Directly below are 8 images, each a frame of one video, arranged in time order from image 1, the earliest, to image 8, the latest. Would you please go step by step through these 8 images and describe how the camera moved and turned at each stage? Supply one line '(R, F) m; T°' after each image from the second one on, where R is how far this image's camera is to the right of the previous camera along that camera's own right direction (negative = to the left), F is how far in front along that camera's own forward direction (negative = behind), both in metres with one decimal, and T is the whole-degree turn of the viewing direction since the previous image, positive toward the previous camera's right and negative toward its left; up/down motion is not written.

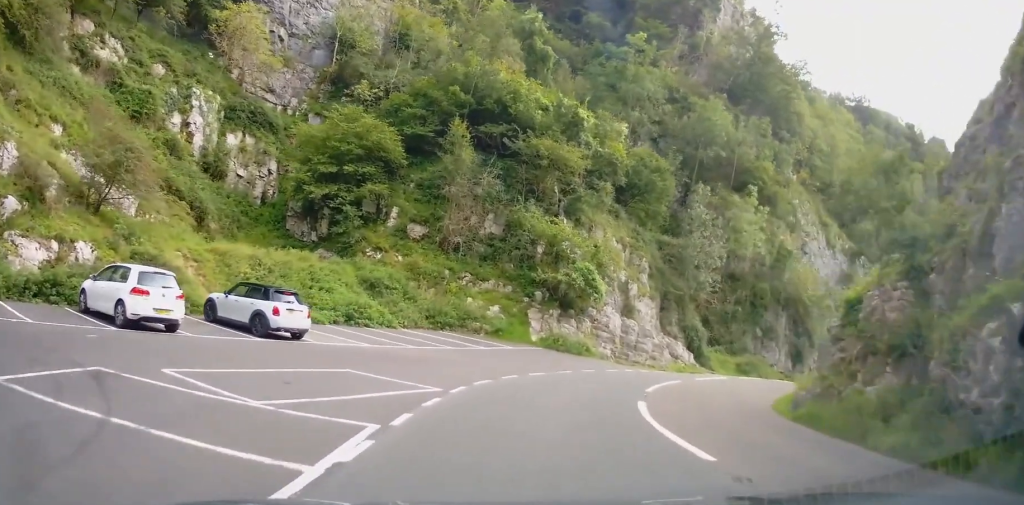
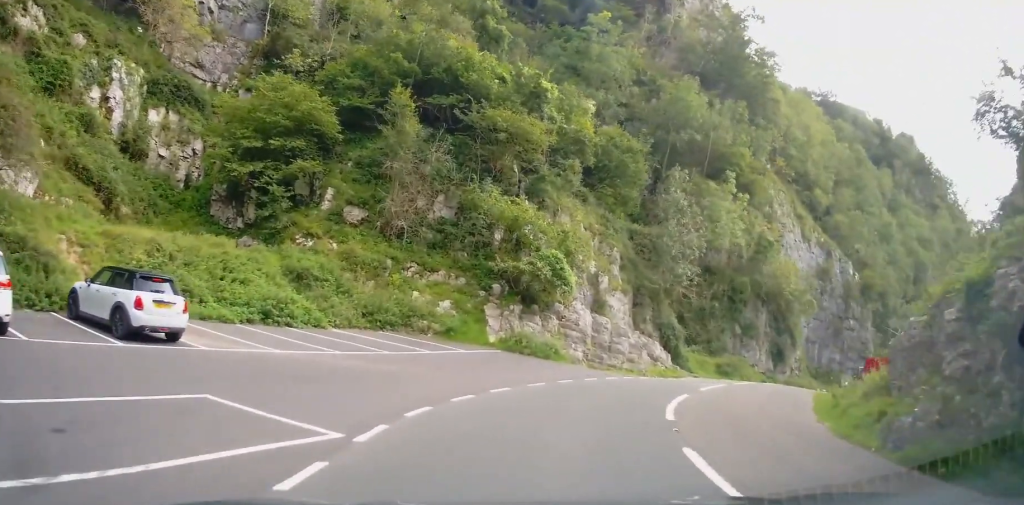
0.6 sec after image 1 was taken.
(-0.2, +4.9) m; +3°
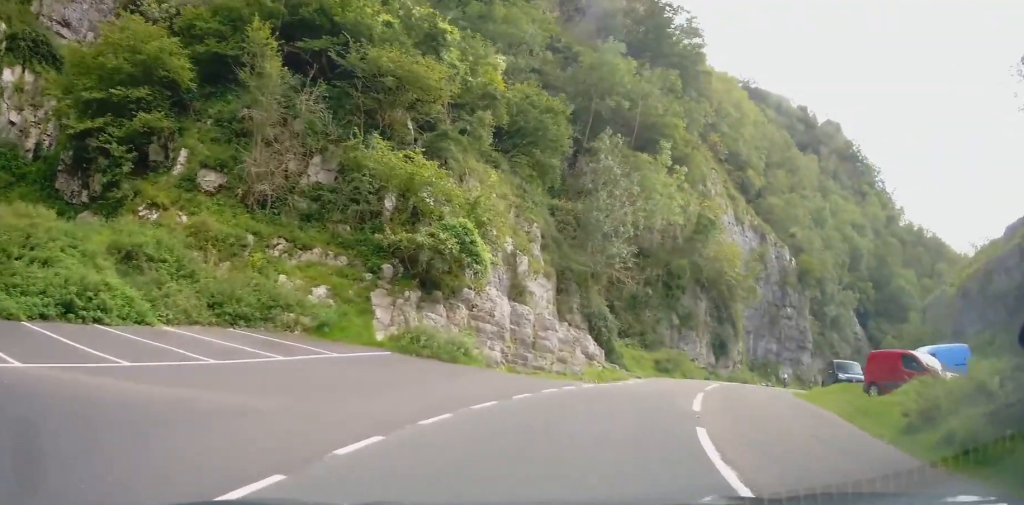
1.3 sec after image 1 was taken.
(+0.5, +6.7) m; +8°
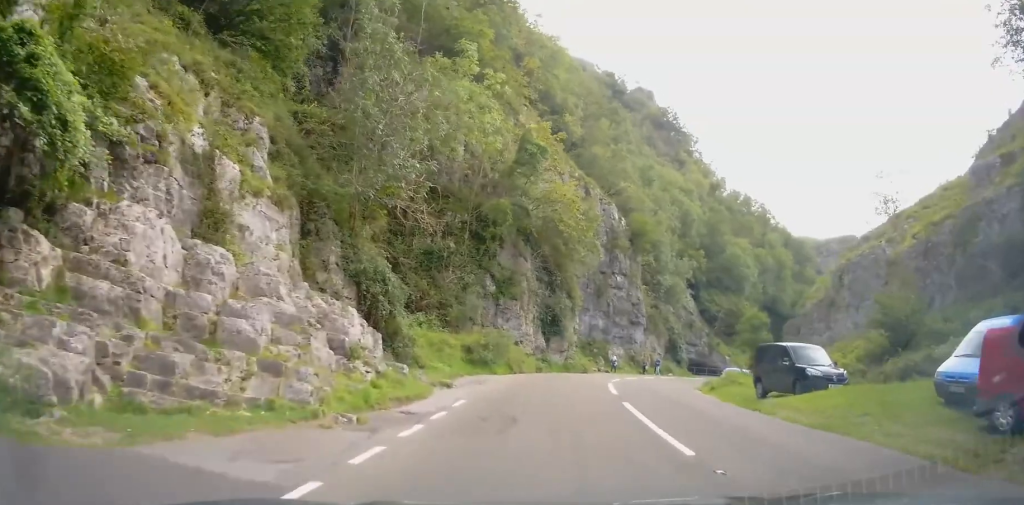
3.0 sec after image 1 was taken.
(+2.1, +15.0) m; +14°
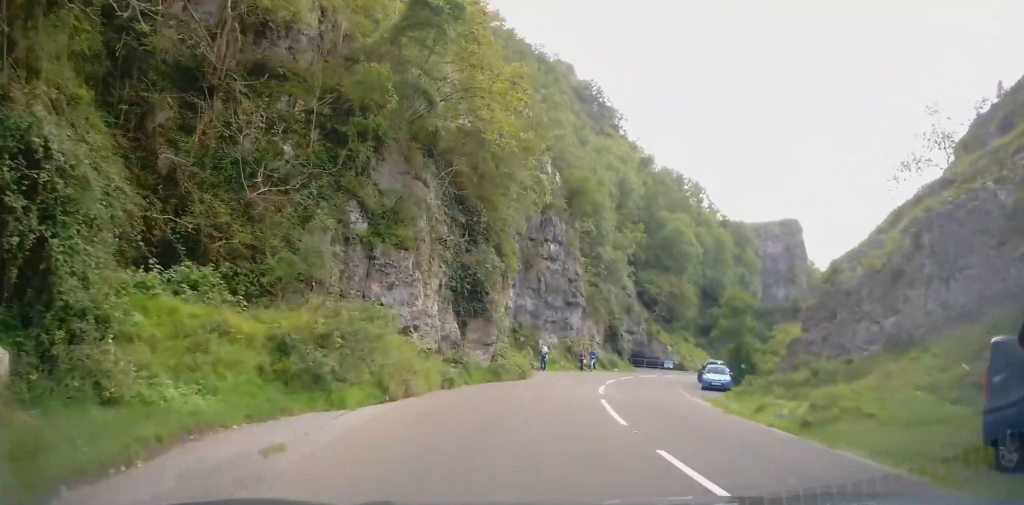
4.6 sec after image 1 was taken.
(+1.7, +15.4) m; +14°
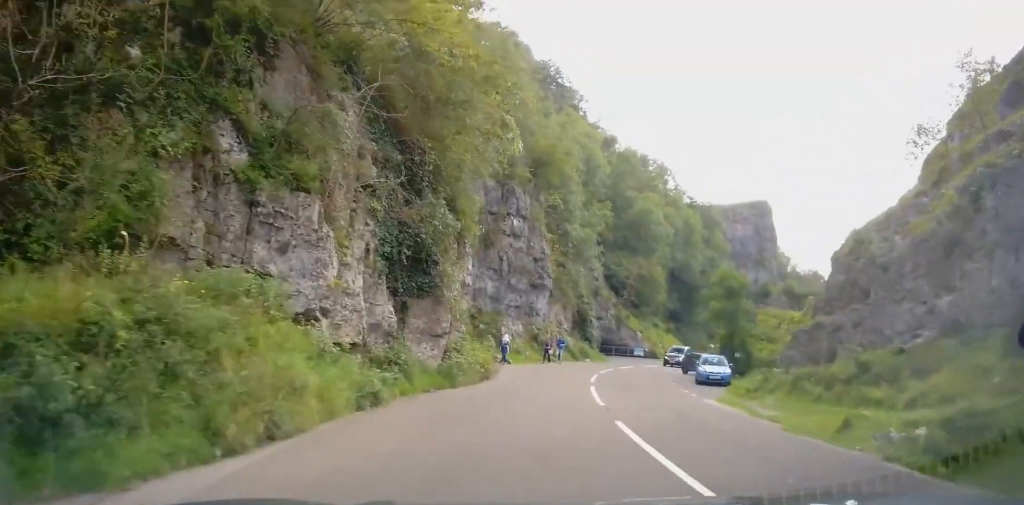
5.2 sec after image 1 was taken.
(+0.4, +6.3) m; +3°
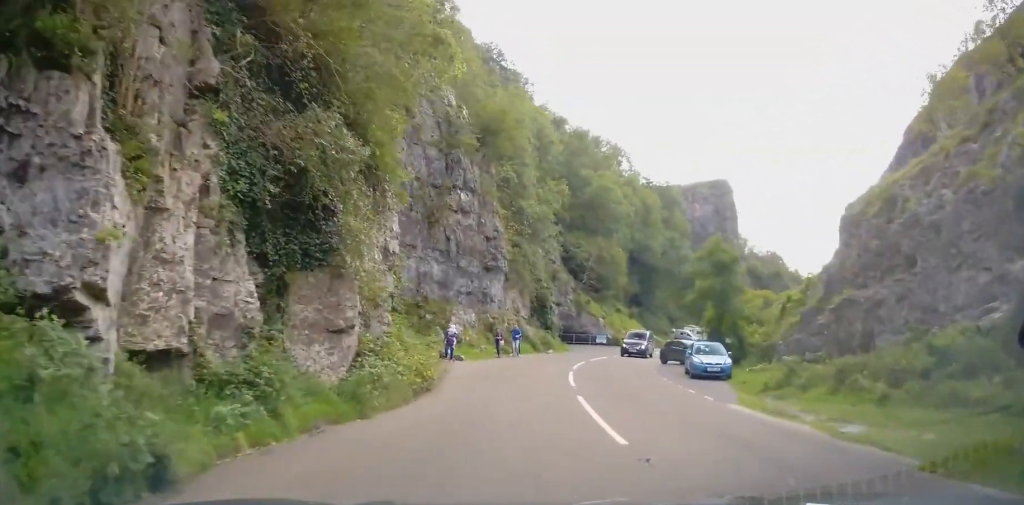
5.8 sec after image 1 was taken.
(+0.2, +5.9) m; +2°
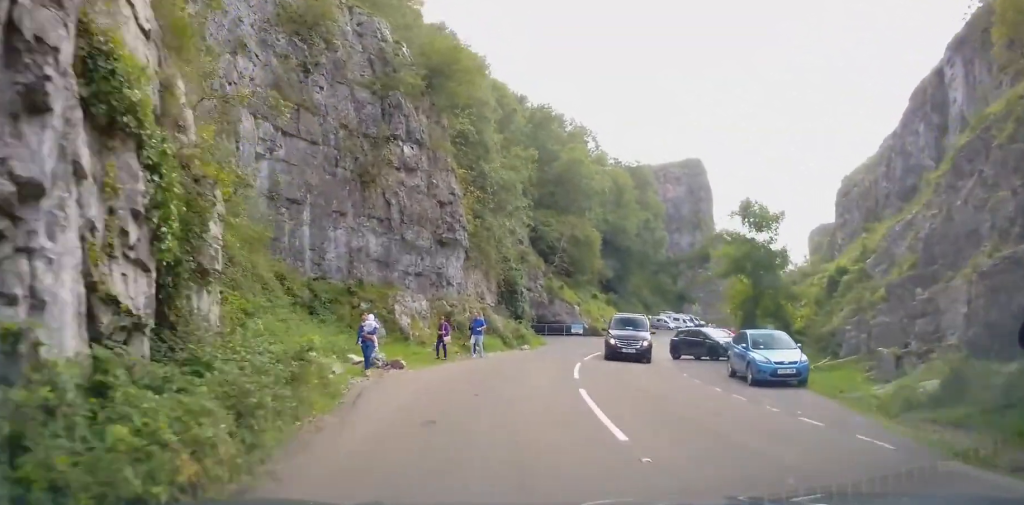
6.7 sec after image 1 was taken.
(0.0, +9.2) m; +3°
